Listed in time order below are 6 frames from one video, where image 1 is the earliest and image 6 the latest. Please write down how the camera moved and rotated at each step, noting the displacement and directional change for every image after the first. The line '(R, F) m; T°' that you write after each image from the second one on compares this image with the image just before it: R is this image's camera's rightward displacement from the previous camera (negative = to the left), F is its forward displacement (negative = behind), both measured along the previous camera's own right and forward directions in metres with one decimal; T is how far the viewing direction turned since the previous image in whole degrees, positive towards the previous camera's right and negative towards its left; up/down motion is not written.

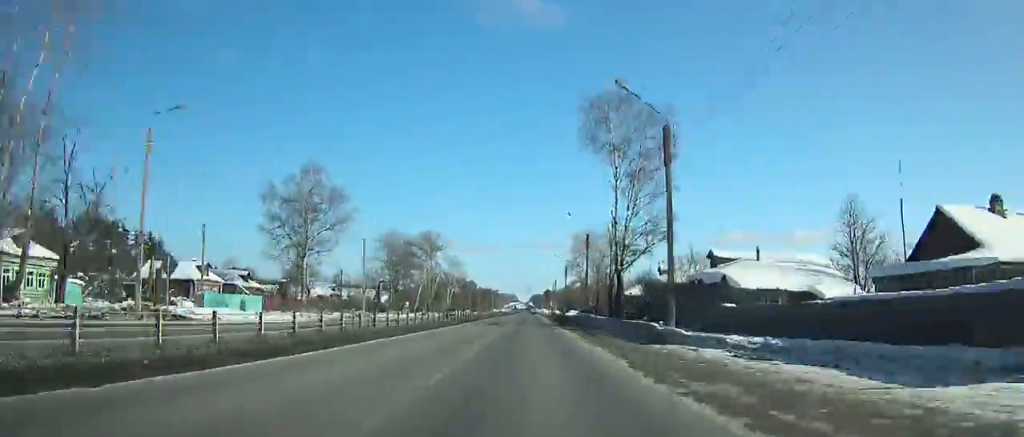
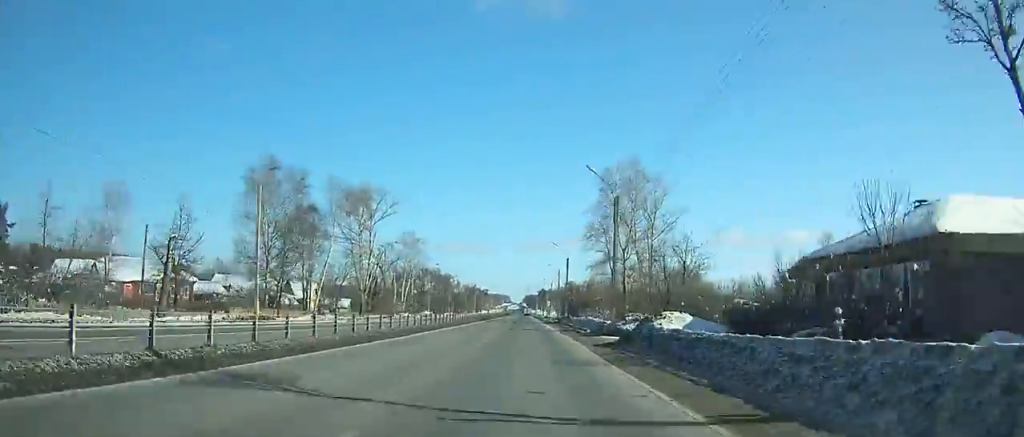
(+0.3, +58.8) m; 0°
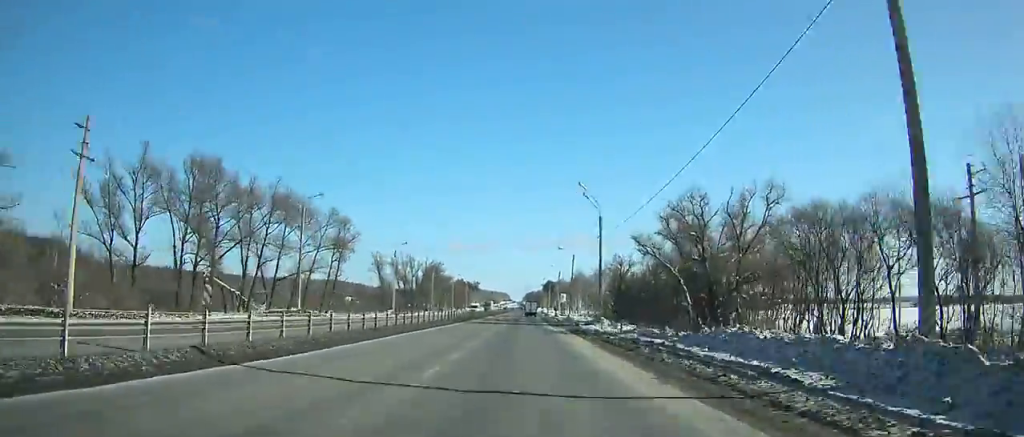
(-0.8, +140.0) m; -1°
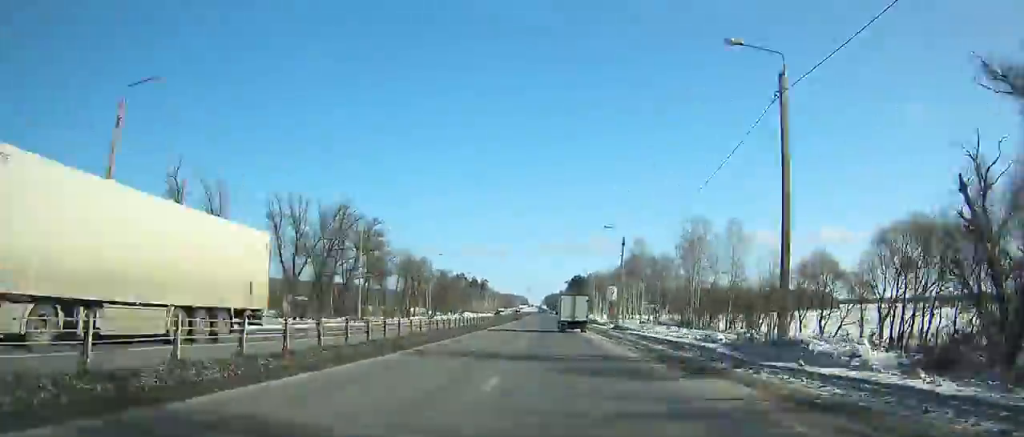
(-0.9, +97.6) m; -1°
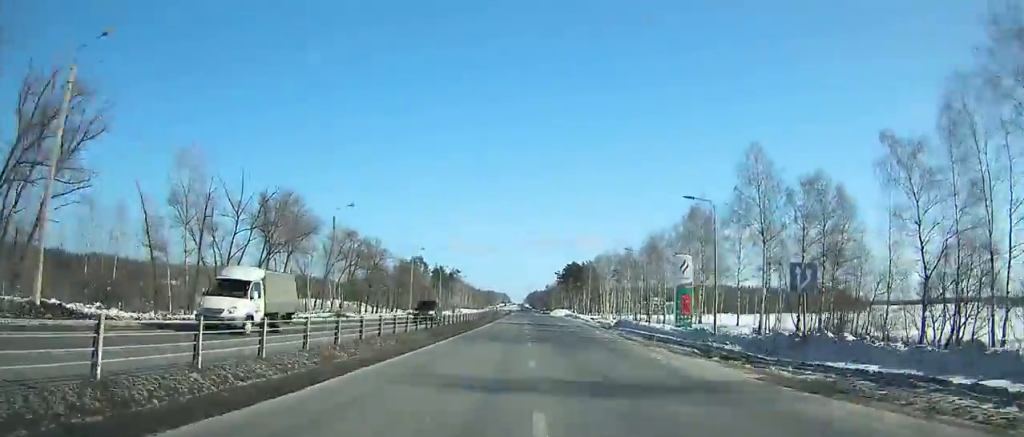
(+0.3, +77.0) m; +1°
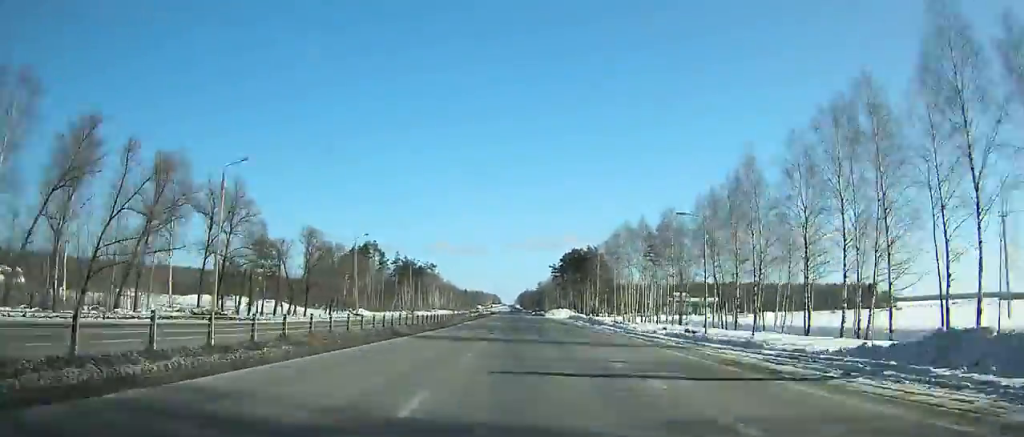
(+0.5, +54.4) m; 0°
